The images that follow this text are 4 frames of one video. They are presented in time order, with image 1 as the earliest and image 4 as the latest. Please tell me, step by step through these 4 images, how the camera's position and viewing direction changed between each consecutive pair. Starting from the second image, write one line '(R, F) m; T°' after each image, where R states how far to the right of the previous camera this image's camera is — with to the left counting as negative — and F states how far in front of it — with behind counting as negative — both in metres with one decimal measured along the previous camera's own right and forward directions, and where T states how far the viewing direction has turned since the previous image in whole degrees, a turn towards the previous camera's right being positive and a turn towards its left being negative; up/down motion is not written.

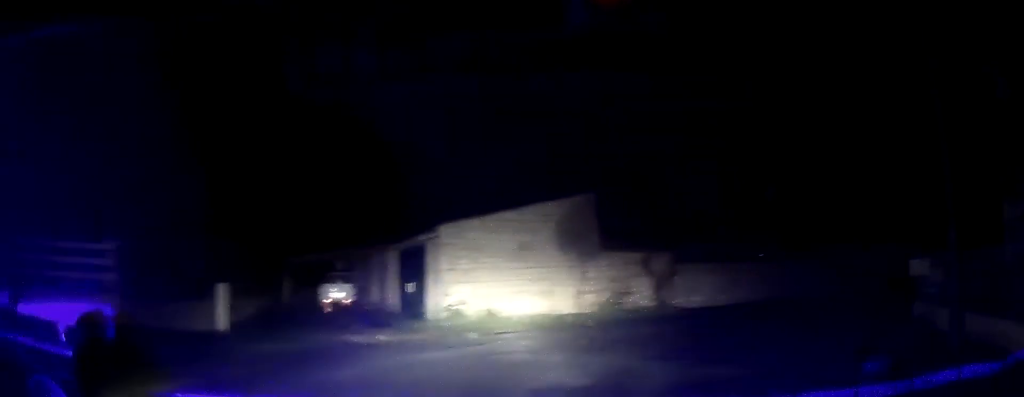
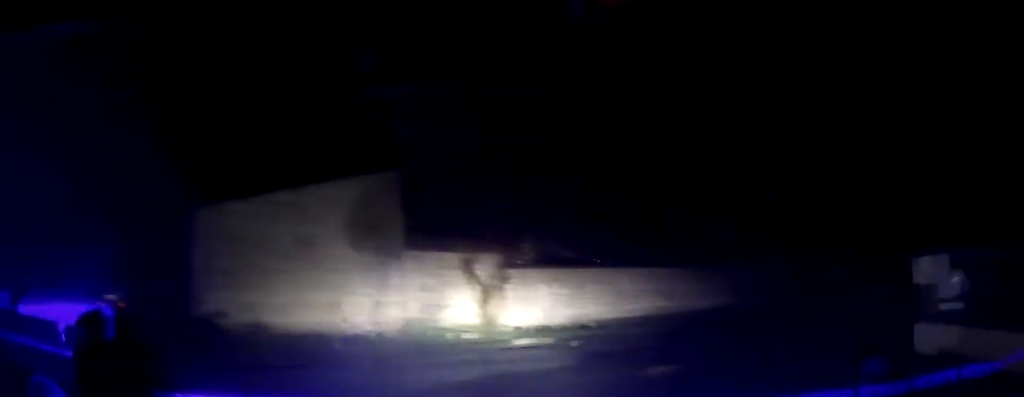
(+0.1, +4.8) m; +9°
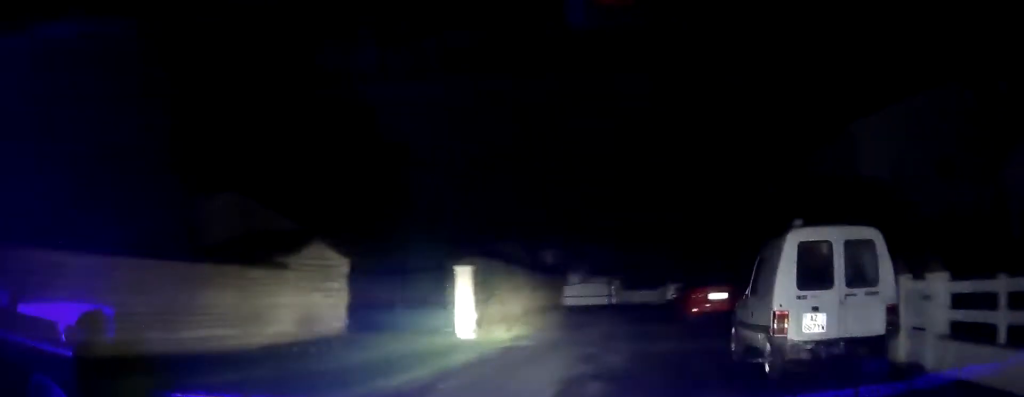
(+4.9, +10.1) m; +52°
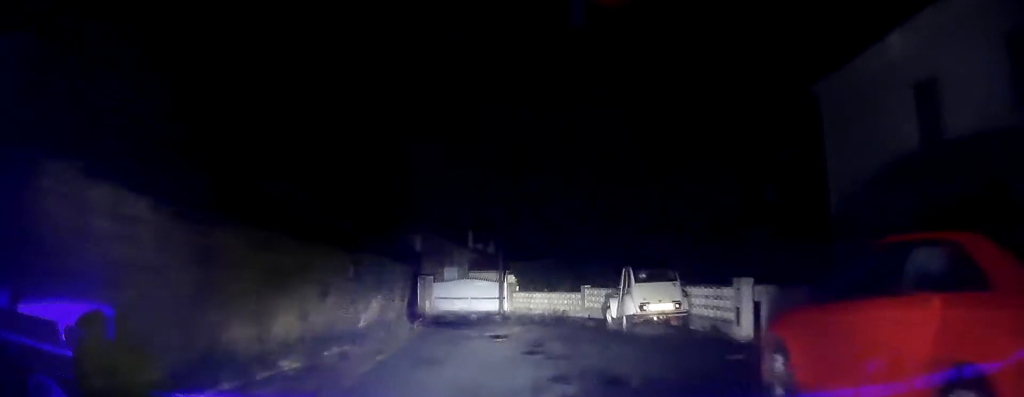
(+2.8, +16.1) m; +14°
